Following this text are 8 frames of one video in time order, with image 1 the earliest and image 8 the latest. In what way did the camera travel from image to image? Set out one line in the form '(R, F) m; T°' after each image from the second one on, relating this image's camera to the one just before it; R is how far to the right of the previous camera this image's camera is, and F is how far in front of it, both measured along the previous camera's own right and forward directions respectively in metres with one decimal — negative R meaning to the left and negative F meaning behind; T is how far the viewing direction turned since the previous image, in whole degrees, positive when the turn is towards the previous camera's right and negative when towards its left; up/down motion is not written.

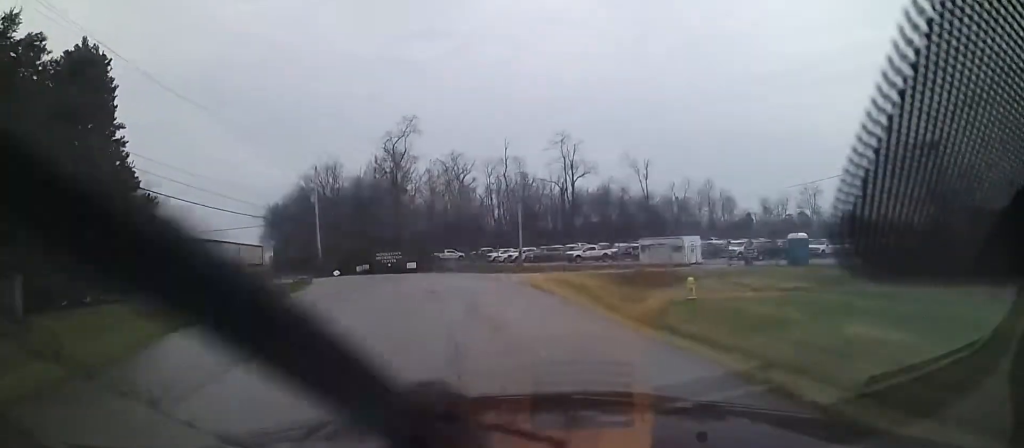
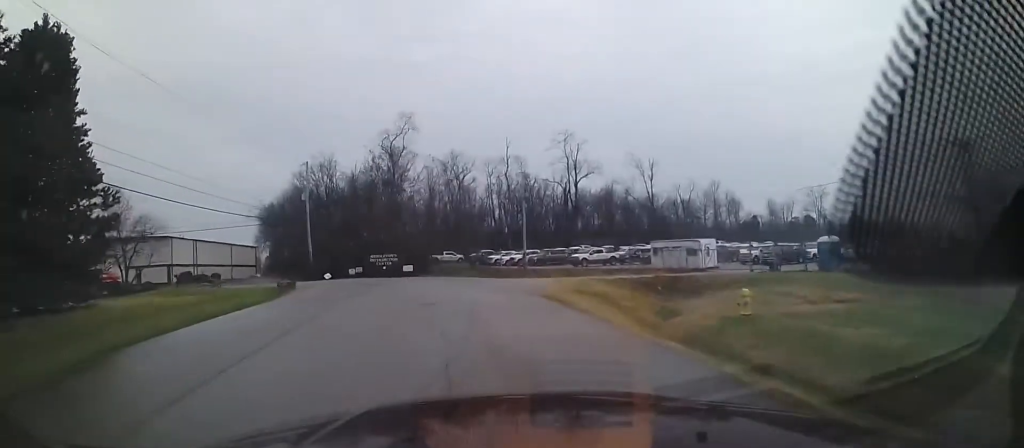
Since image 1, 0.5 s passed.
(+0.1, +3.9) m; +2°
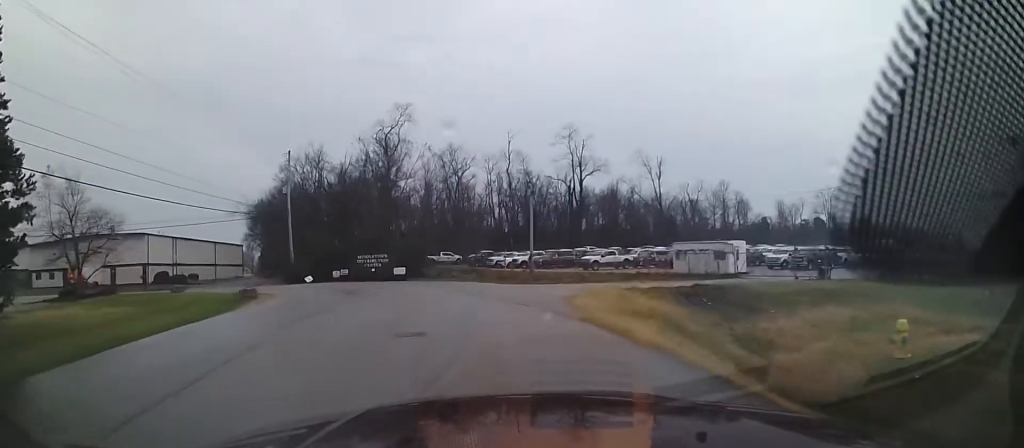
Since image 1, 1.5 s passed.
(+0.1, +6.7) m; +1°
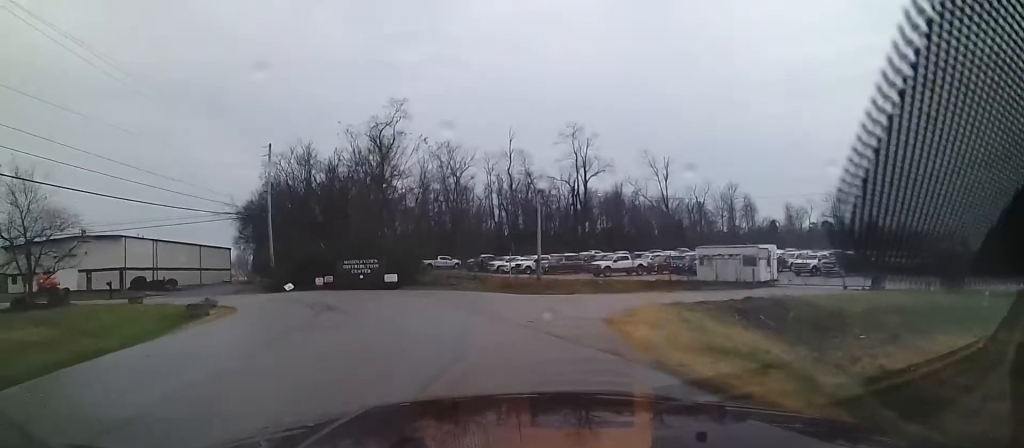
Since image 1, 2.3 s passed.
(0.0, +5.9) m; +1°
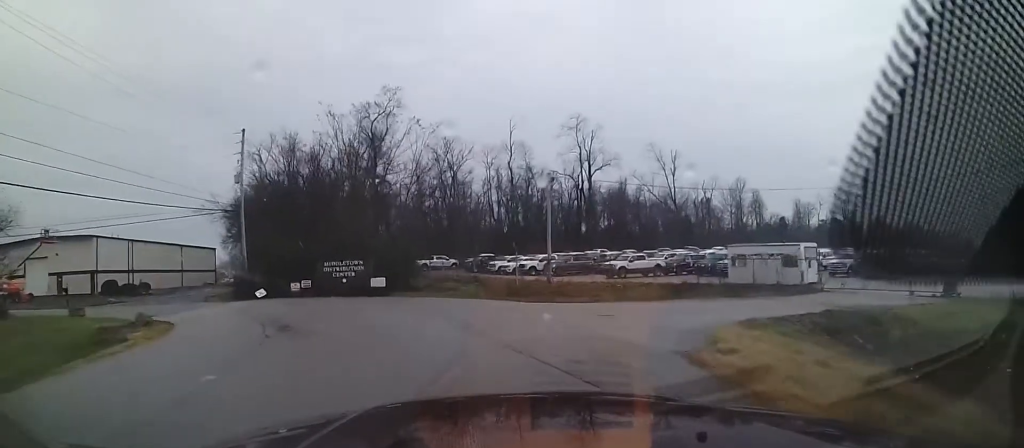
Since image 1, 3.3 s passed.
(0.0, +6.3) m; -2°
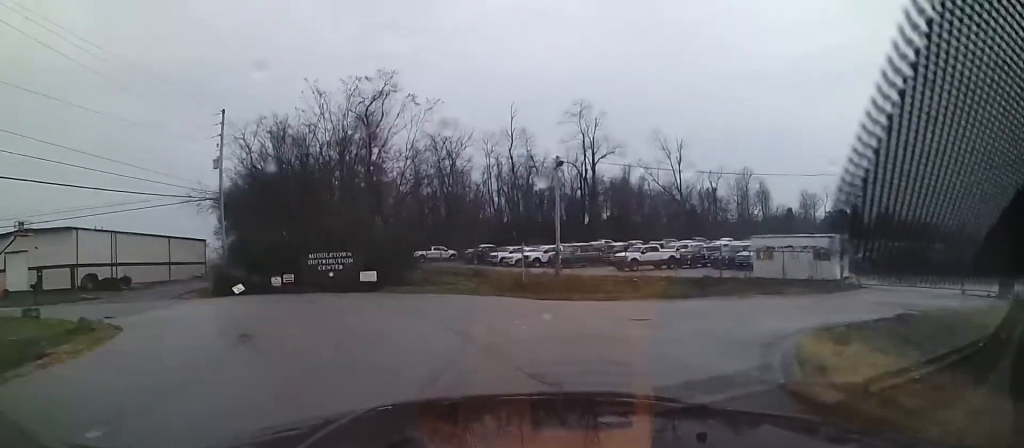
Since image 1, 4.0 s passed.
(-0.1, +3.9) m; 0°
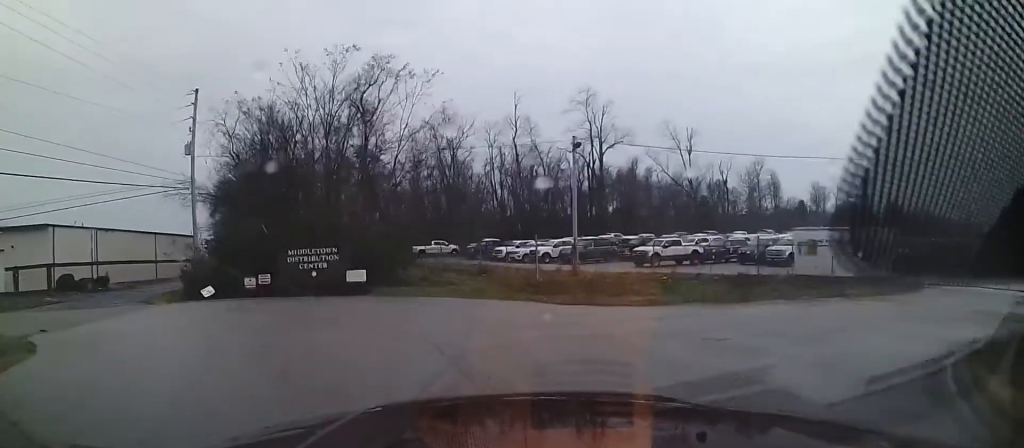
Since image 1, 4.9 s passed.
(-0.2, +4.8) m; +3°
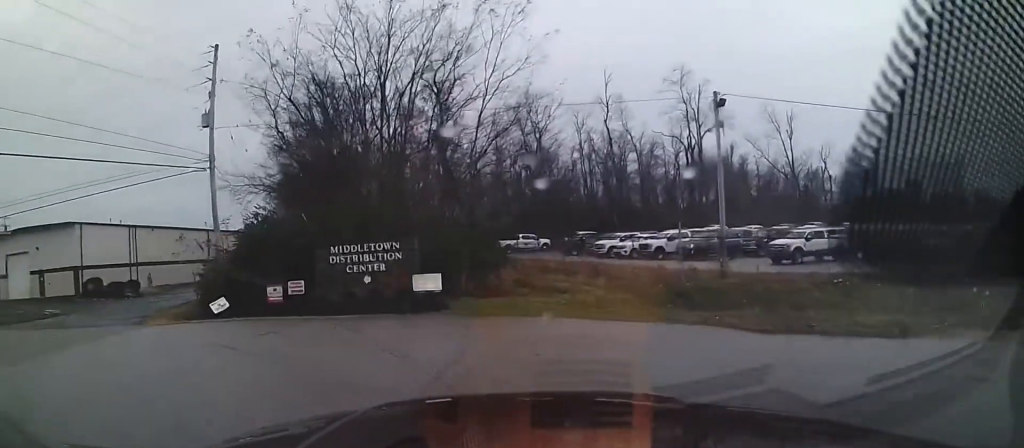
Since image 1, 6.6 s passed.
(-0.1, +9.0) m; -13°
